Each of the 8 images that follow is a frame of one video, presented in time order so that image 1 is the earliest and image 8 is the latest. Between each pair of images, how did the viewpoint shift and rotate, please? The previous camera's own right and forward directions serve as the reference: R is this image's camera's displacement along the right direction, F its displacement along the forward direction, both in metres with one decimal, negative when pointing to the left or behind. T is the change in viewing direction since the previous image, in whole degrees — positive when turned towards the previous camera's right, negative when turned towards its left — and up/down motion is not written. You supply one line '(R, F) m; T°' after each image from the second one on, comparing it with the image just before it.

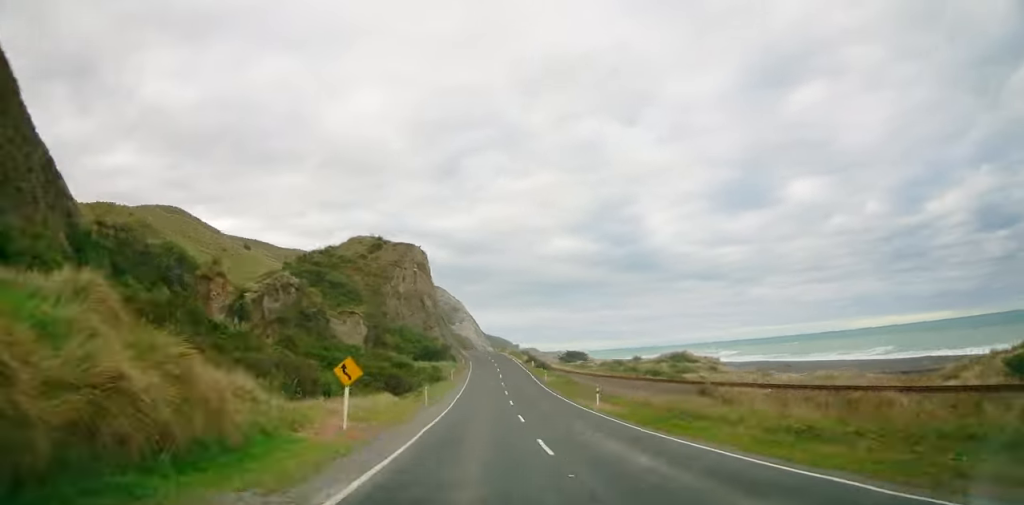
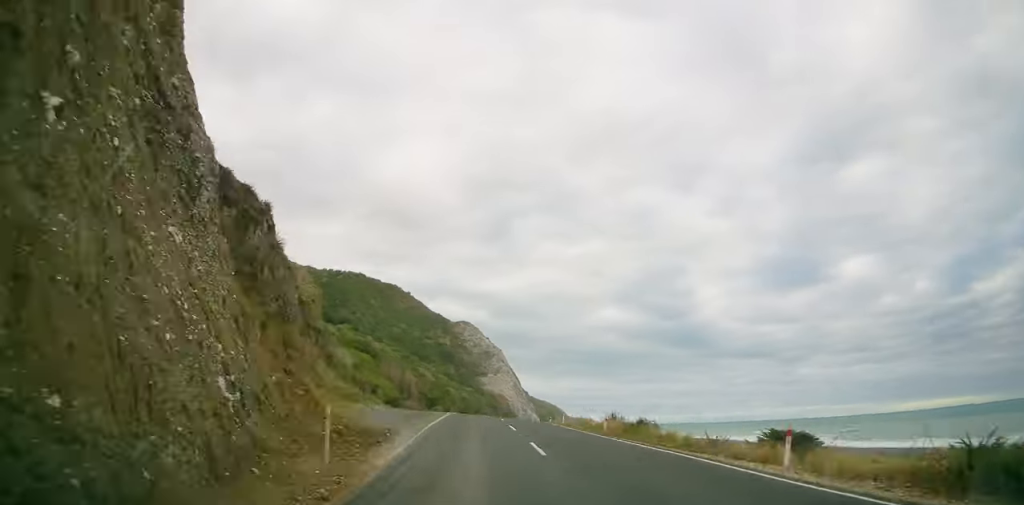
(+0.2, +100.5) m; +1°
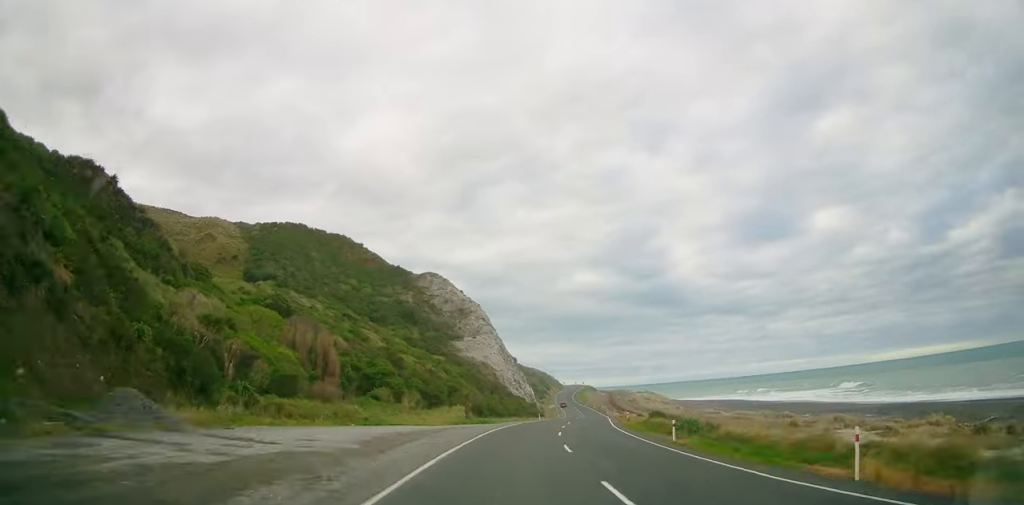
(-1.1, +55.3) m; +3°
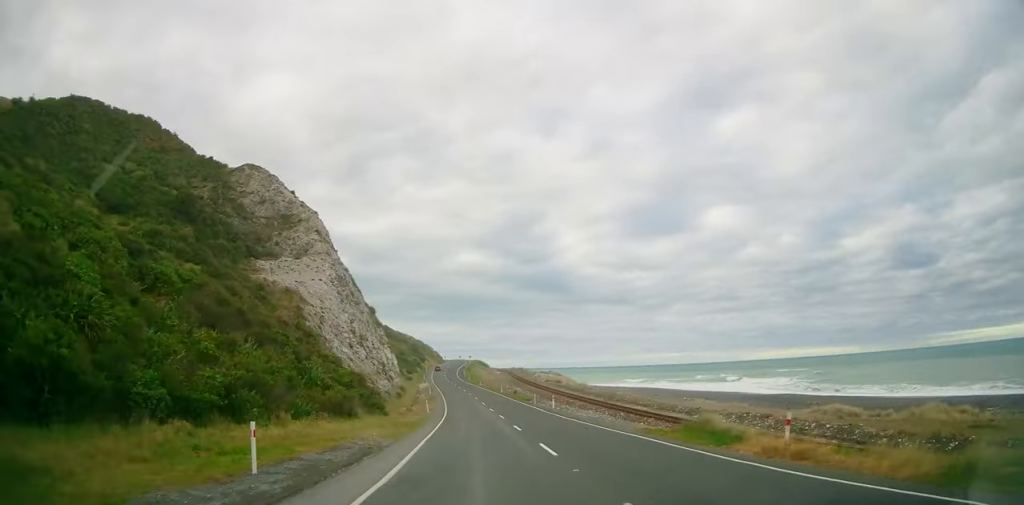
(+5.4, +70.7) m; +2°
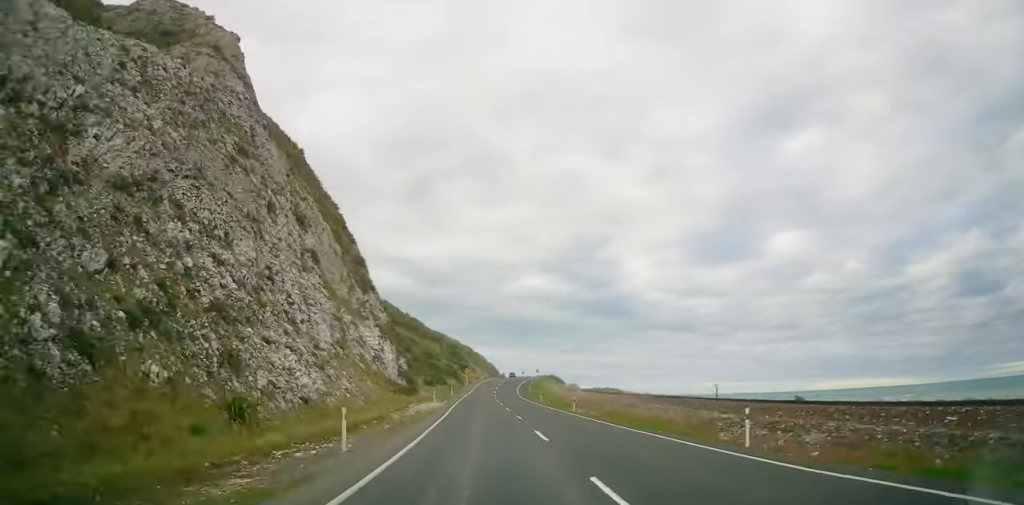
(-0.7, +61.6) m; +1°
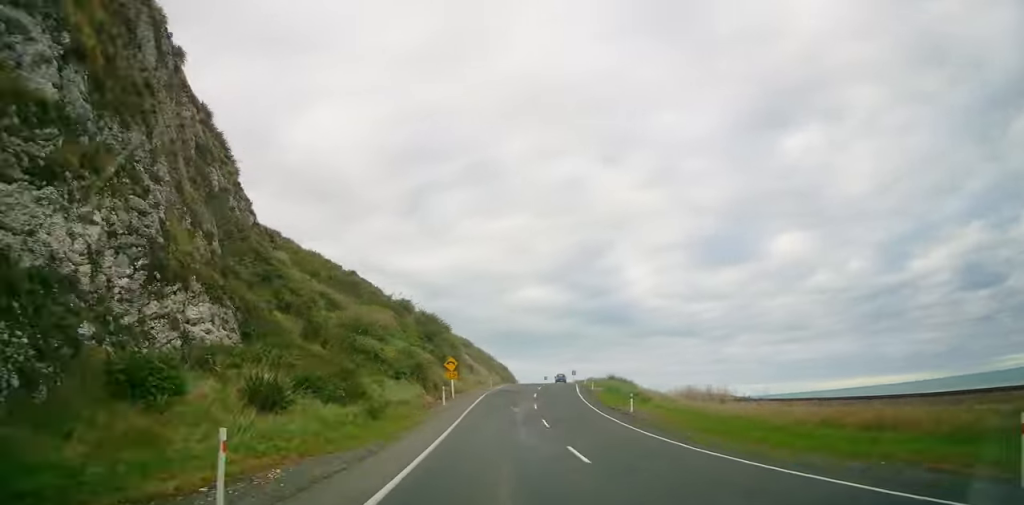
(-0.8, +57.4) m; 0°
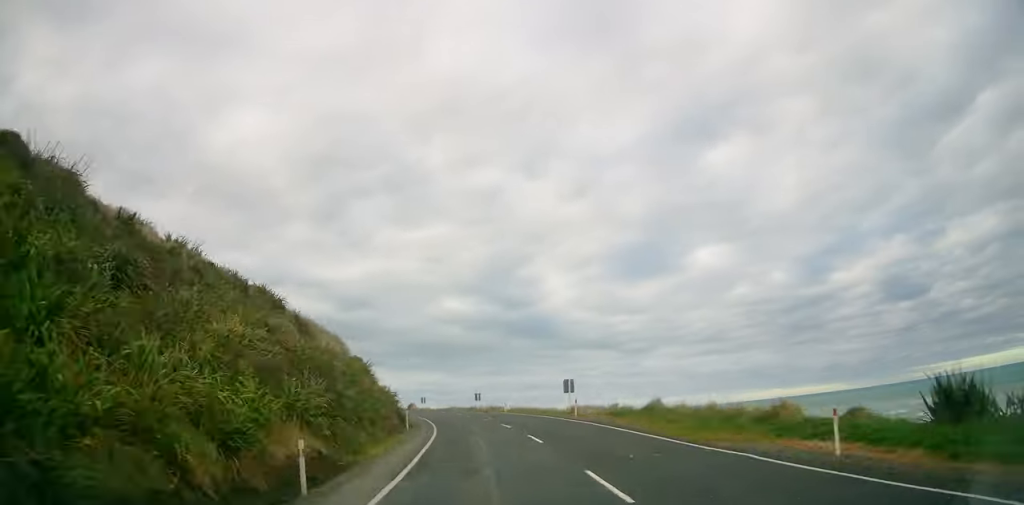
(+2.2, +67.8) m; -3°
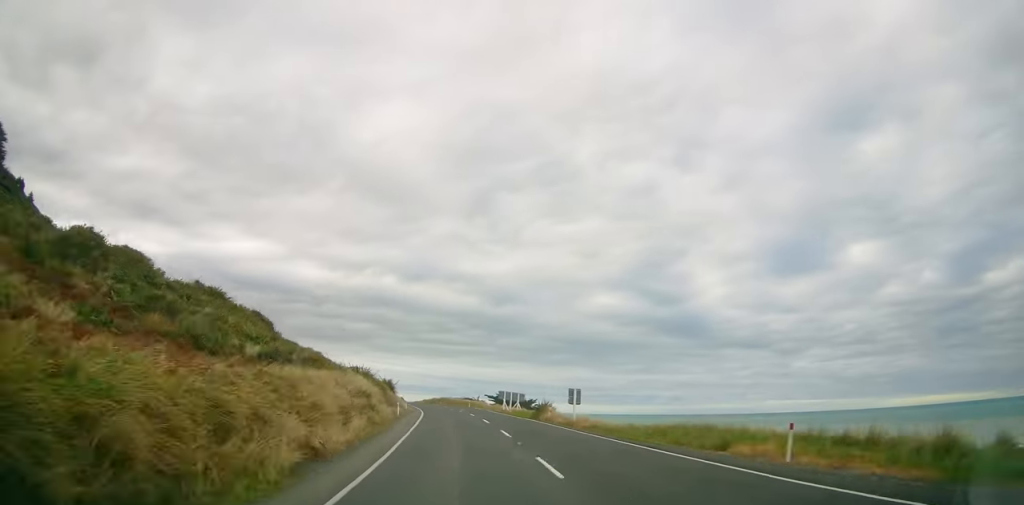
(-4.1, +65.2) m; -10°
